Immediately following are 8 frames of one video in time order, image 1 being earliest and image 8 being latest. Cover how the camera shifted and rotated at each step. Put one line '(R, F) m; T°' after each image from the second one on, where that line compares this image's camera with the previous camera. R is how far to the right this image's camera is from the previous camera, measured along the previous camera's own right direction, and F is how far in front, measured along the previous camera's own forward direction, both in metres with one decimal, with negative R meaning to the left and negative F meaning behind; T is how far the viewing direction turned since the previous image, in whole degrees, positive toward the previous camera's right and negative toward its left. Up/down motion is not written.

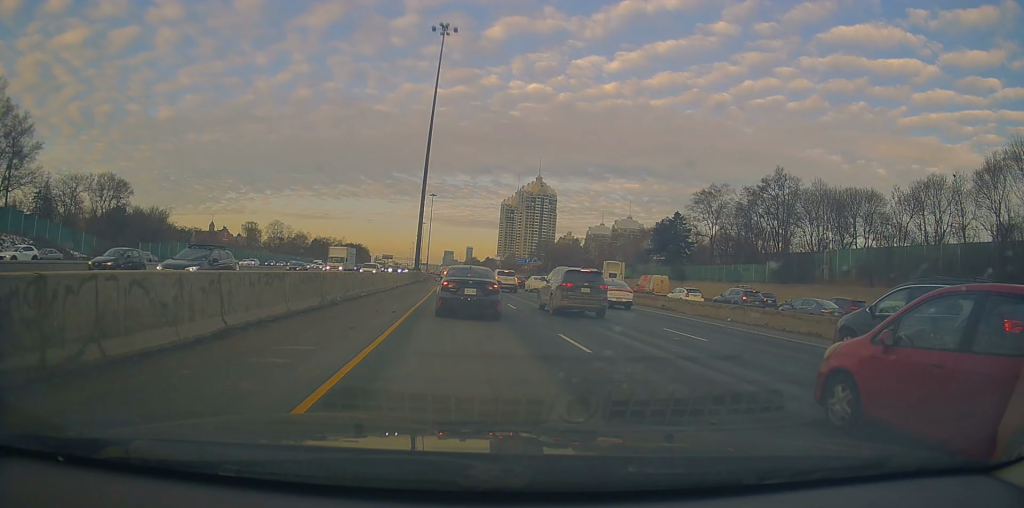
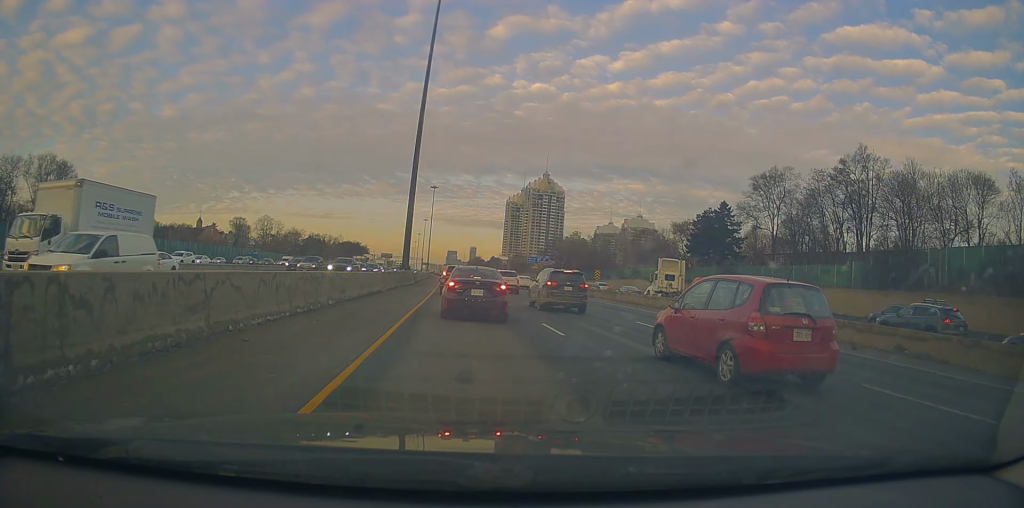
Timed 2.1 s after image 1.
(+0.2, +21.8) m; -3°
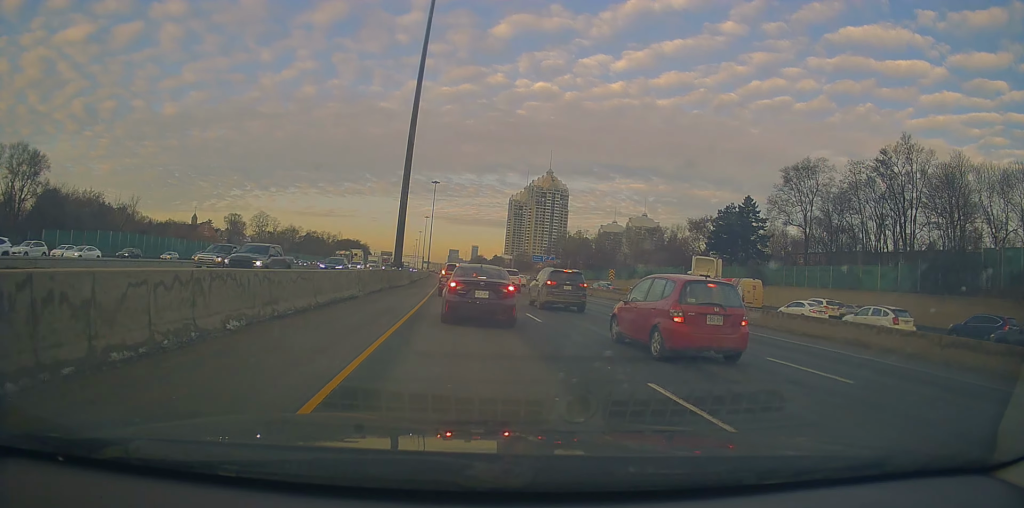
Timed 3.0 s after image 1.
(-0.2, +8.8) m; +1°
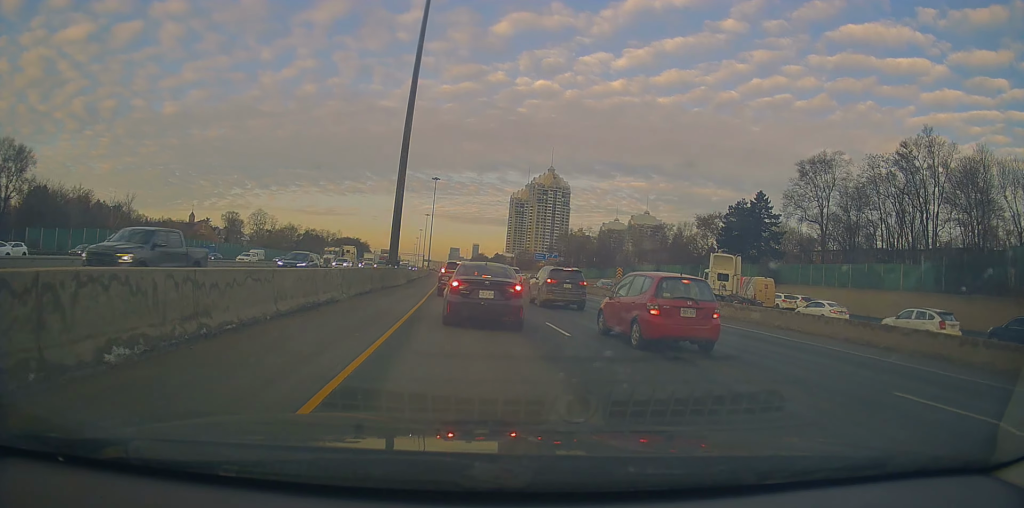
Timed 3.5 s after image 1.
(+0.1, +4.0) m; 0°
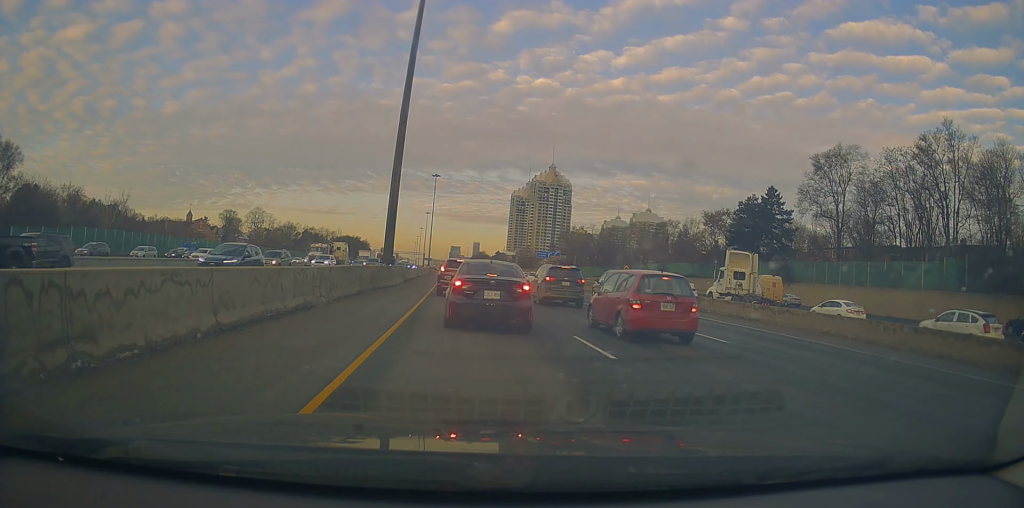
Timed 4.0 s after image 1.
(+0.2, +3.9) m; -1°
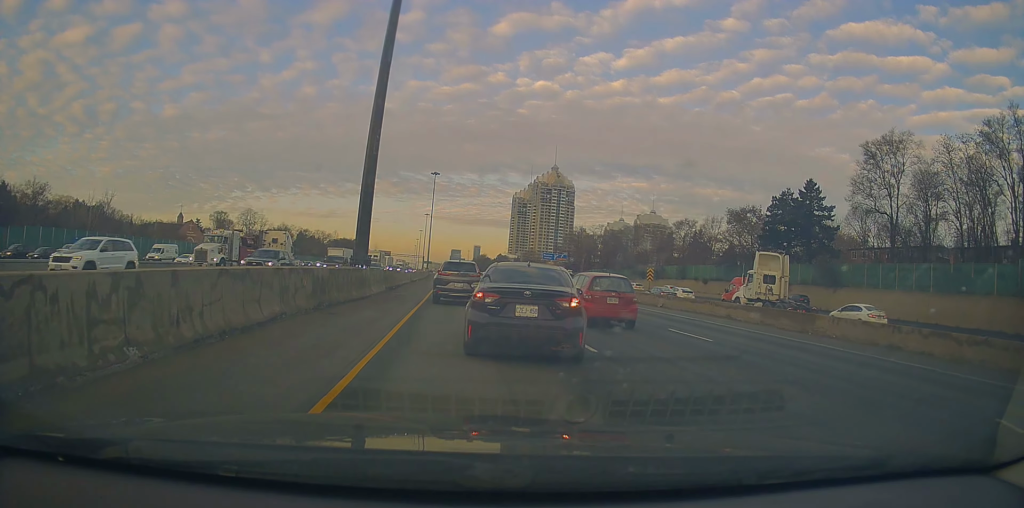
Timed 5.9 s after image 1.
(-0.5, +12.2) m; +3°
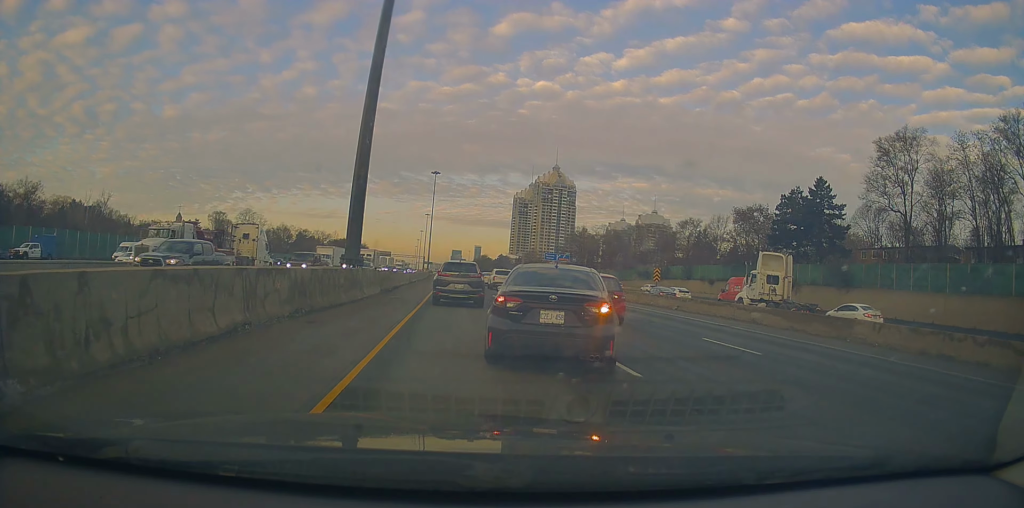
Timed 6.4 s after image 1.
(+0.1, +2.6) m; +2°
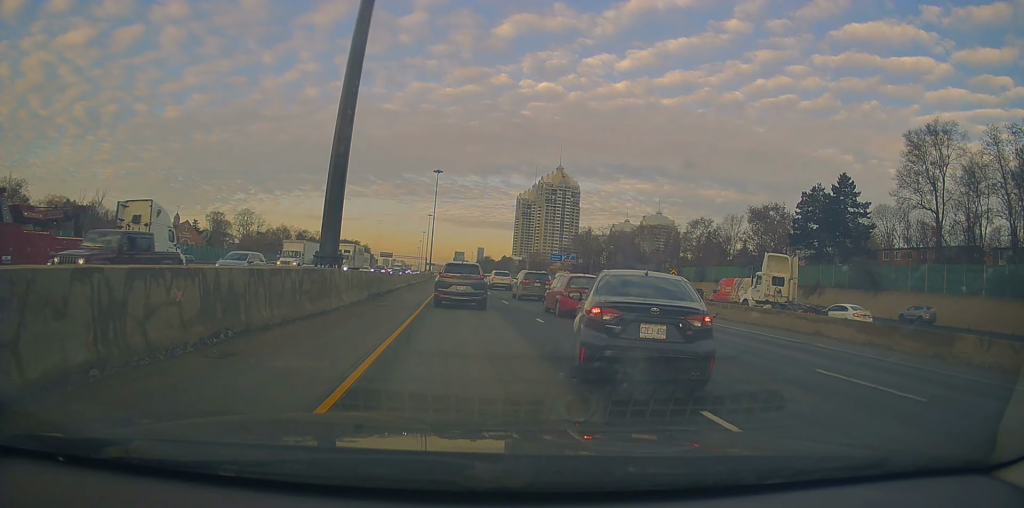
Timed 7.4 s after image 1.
(+0.1, +5.1) m; -6°
